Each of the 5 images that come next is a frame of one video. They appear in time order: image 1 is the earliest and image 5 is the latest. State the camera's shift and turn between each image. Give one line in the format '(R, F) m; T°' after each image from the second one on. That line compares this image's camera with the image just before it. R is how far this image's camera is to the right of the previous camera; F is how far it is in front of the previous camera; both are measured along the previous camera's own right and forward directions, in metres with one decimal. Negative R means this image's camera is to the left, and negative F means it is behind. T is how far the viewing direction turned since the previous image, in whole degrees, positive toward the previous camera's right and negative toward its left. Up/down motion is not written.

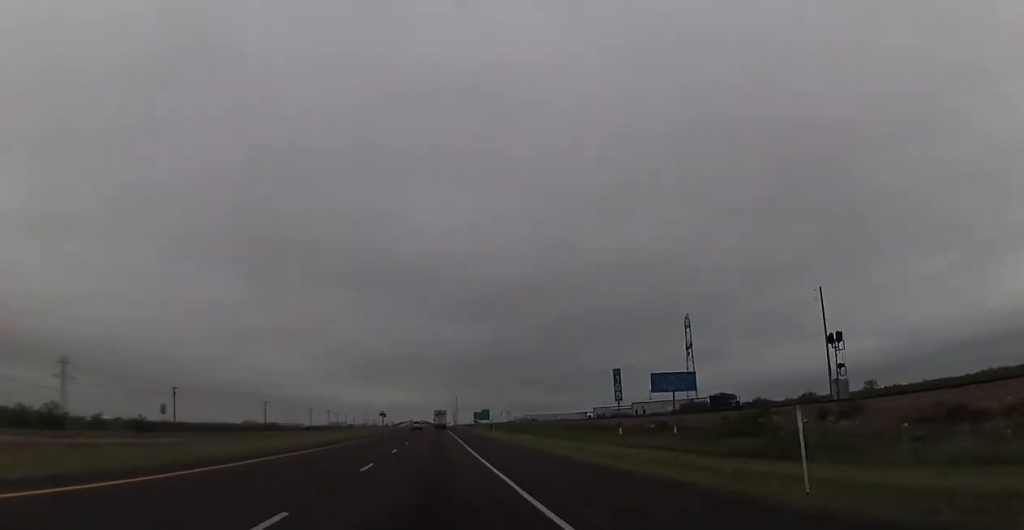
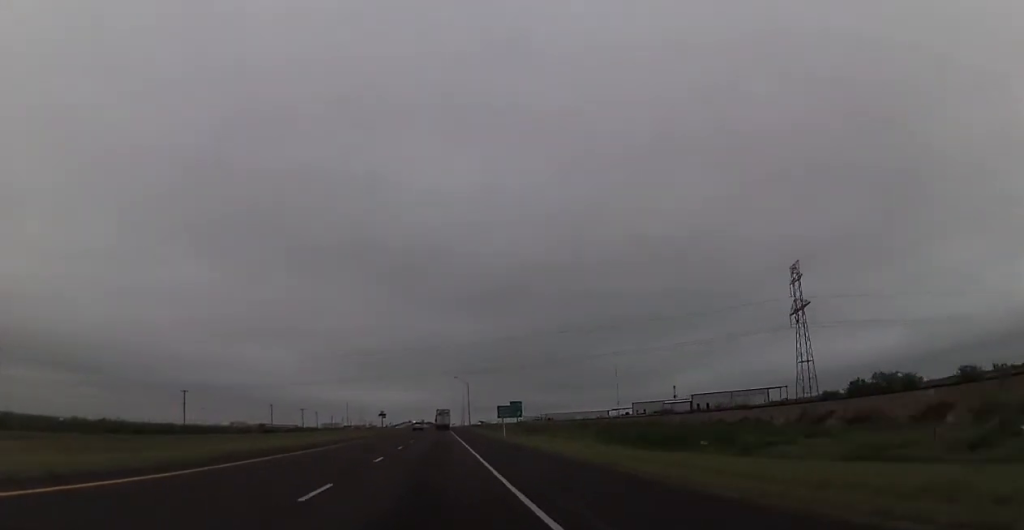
(+0.1, +80.5) m; 0°
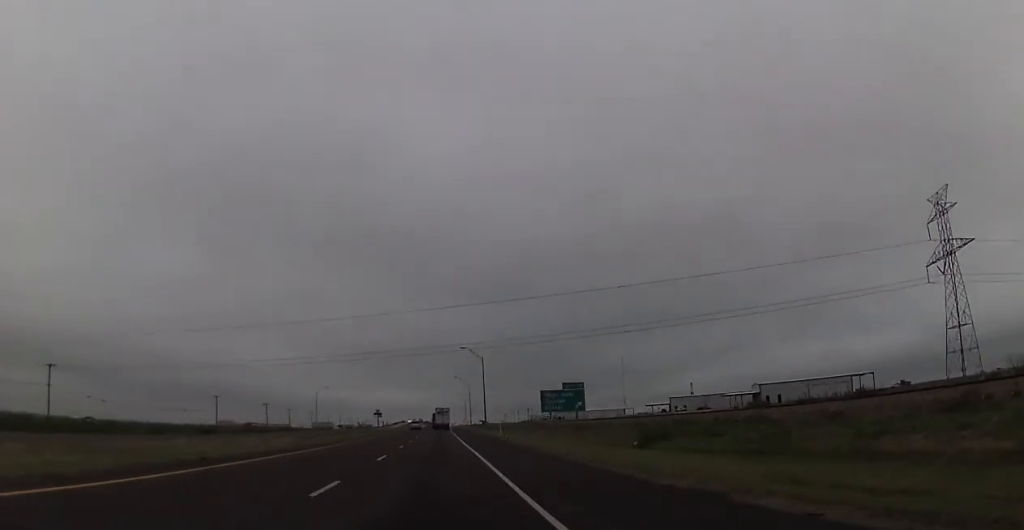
(0.0, +60.4) m; 0°
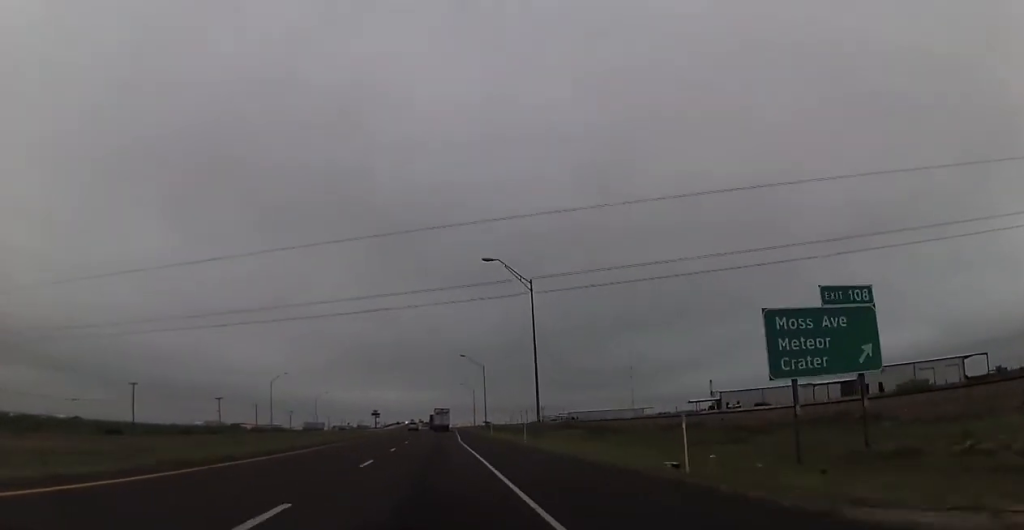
(-0.7, +53.0) m; 0°
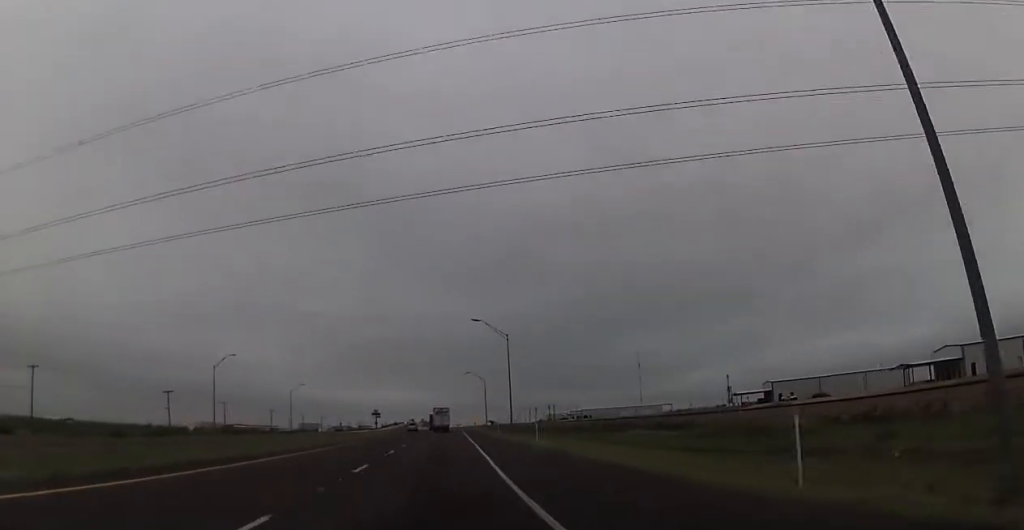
(+0.6, +37.7) m; 0°
